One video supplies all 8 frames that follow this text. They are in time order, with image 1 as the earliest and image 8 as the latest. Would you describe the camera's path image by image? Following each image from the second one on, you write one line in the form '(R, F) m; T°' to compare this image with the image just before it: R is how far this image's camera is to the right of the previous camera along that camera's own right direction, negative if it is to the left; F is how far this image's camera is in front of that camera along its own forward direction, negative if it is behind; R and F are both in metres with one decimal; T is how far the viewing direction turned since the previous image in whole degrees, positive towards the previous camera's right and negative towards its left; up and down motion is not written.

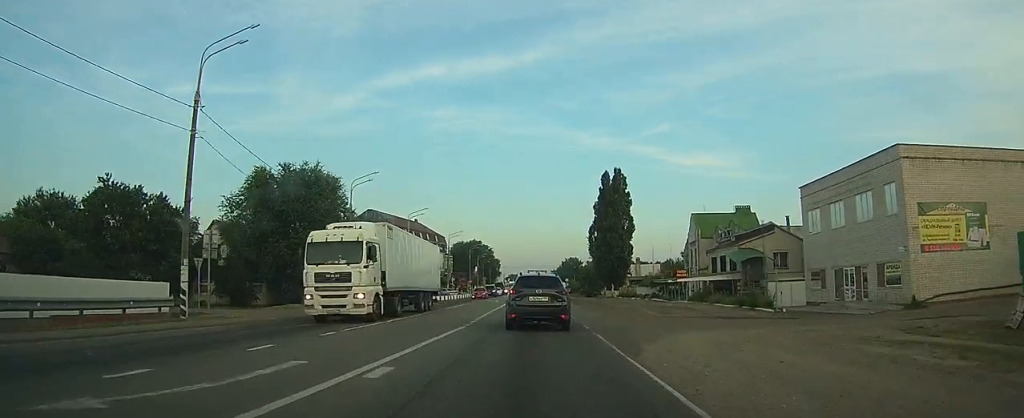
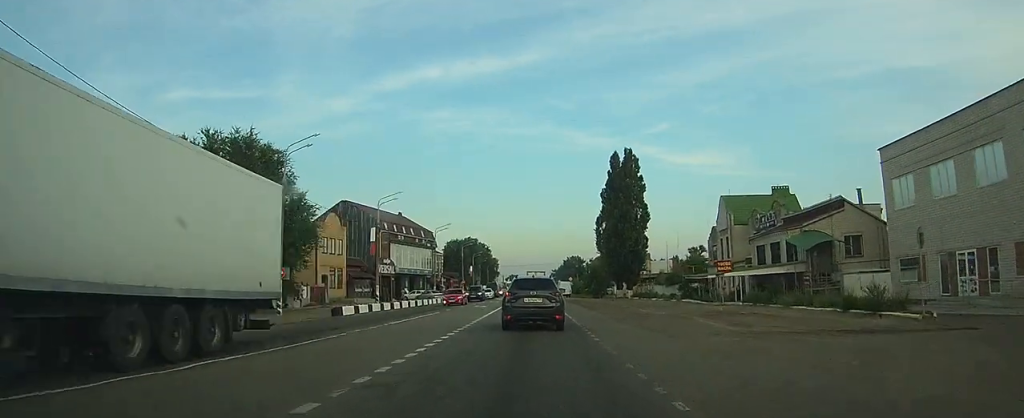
(0.0, +12.6) m; 0°
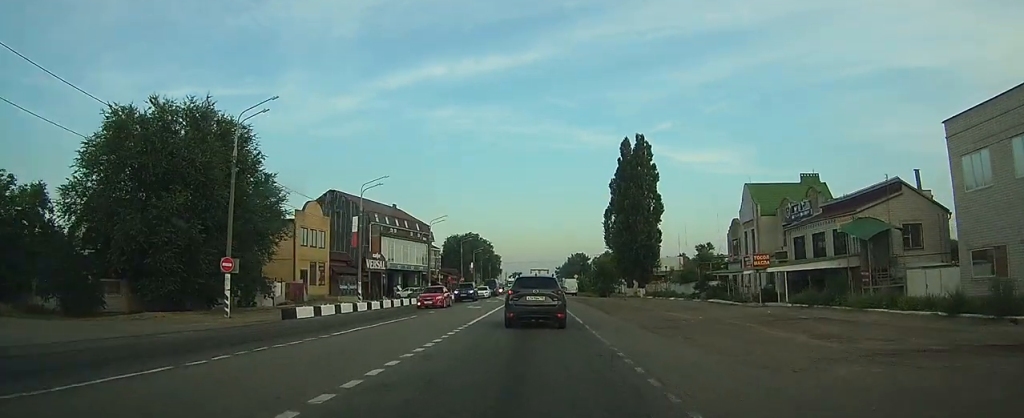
(0.0, +6.5) m; 0°
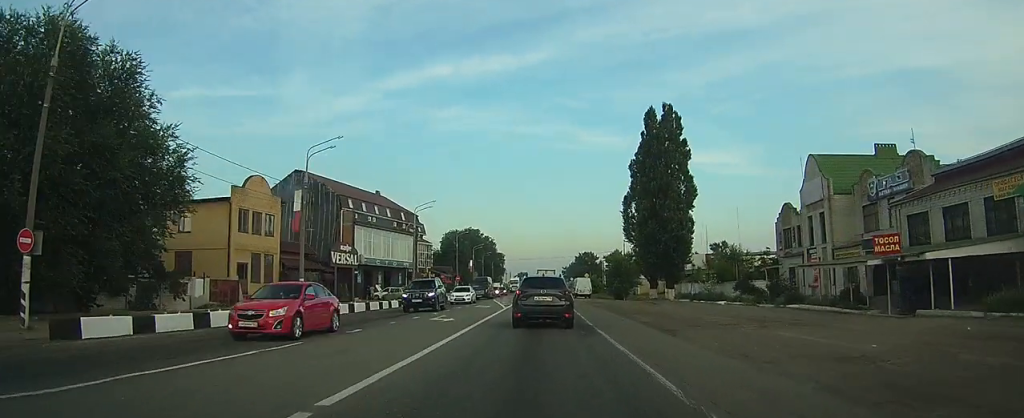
(-0.2, +13.0) m; -1°
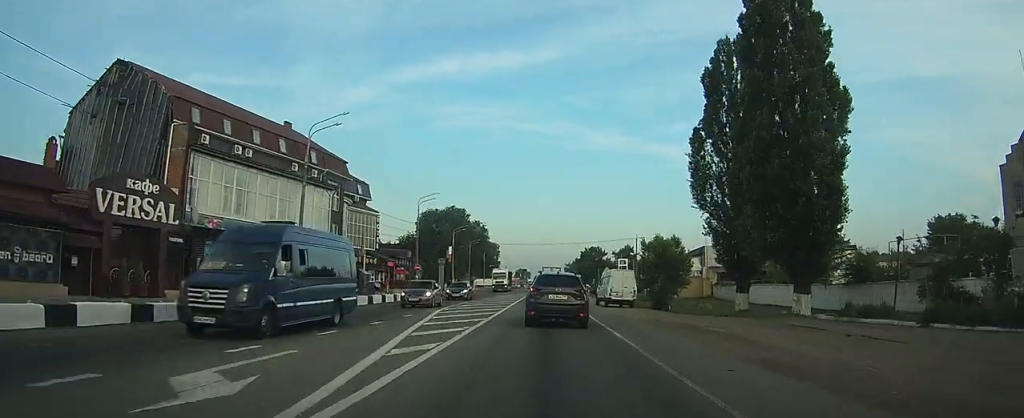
(-0.2, +31.0) m; 0°
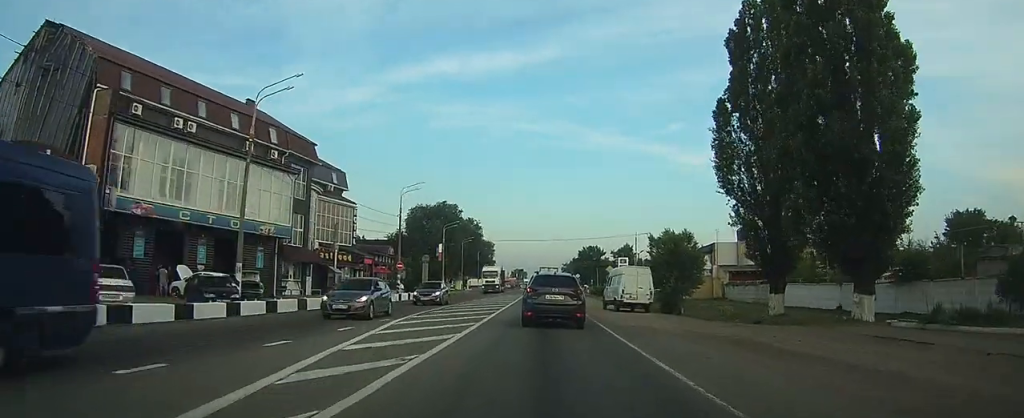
(0.0, +6.7) m; 0°
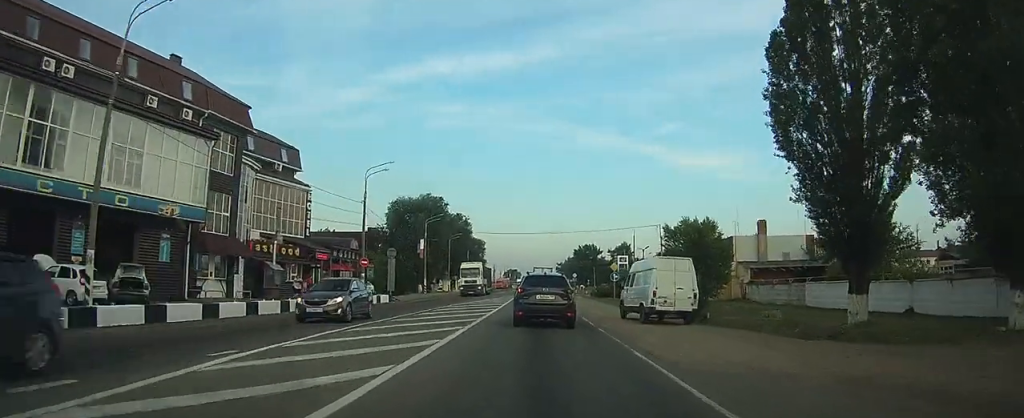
(0.0, +10.2) m; 0°
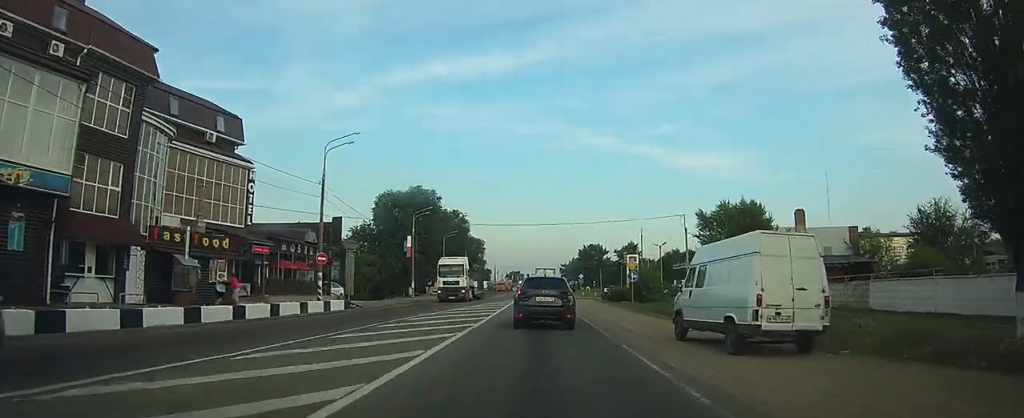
(0.0, +10.2) m; 0°
